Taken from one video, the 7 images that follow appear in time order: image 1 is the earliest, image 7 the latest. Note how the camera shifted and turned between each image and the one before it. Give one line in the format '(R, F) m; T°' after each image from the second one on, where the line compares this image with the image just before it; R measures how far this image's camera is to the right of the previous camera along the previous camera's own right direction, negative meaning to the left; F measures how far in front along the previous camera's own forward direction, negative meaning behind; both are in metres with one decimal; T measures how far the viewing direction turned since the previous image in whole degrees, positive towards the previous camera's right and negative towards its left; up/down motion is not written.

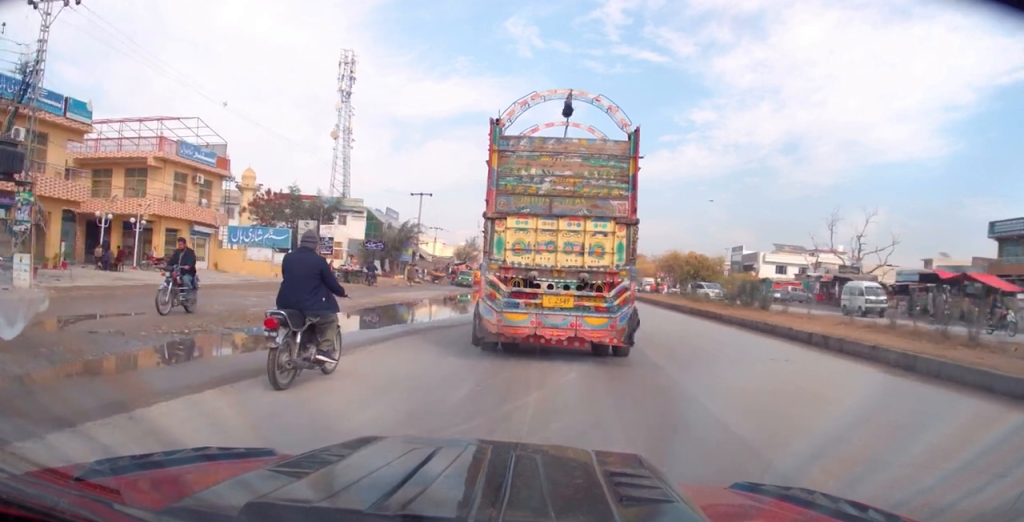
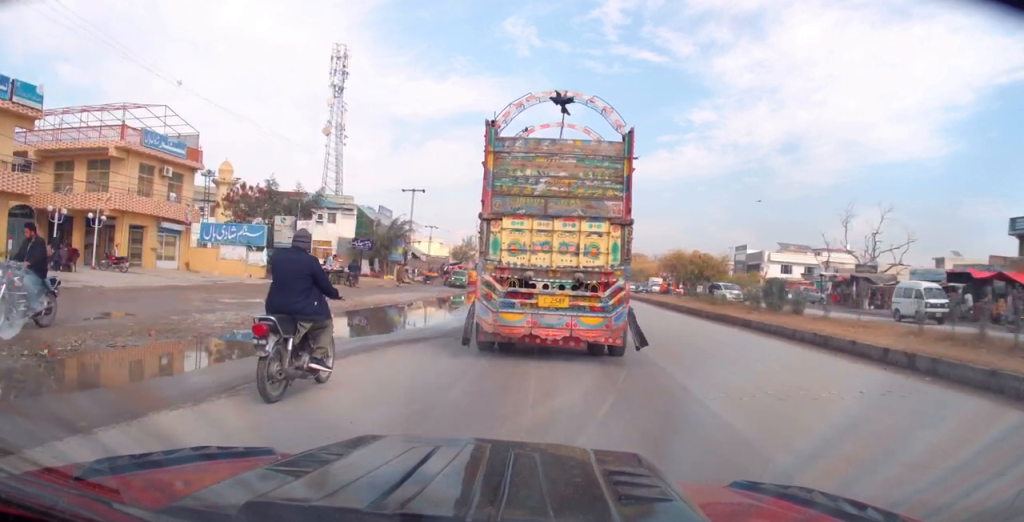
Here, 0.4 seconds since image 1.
(0.0, +3.6) m; 0°
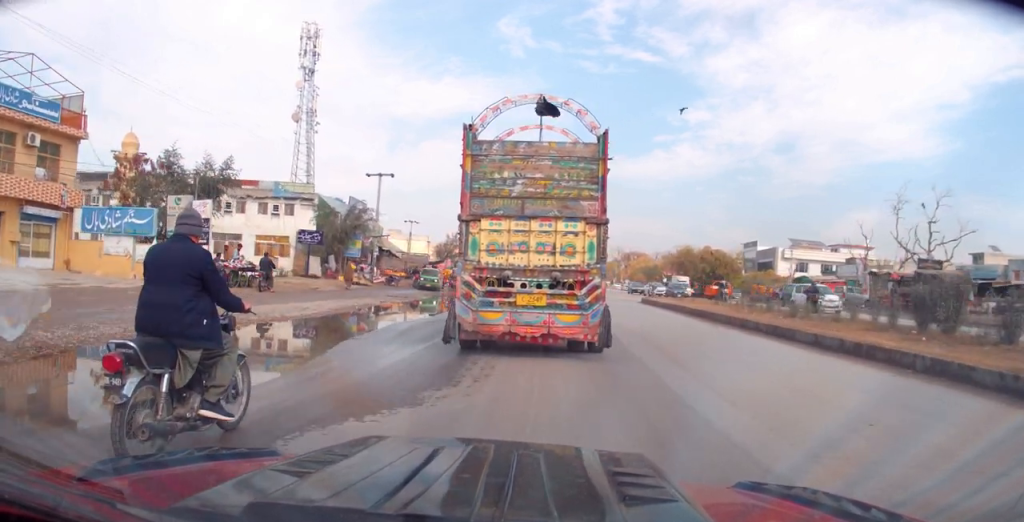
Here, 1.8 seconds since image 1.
(+0.1, +10.8) m; +2°
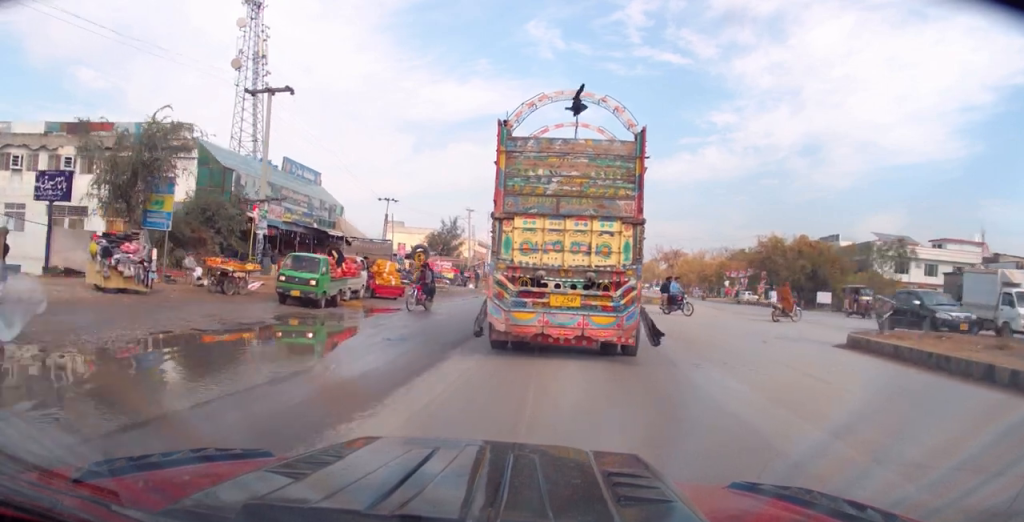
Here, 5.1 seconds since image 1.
(-0.4, +26.8) m; -3°
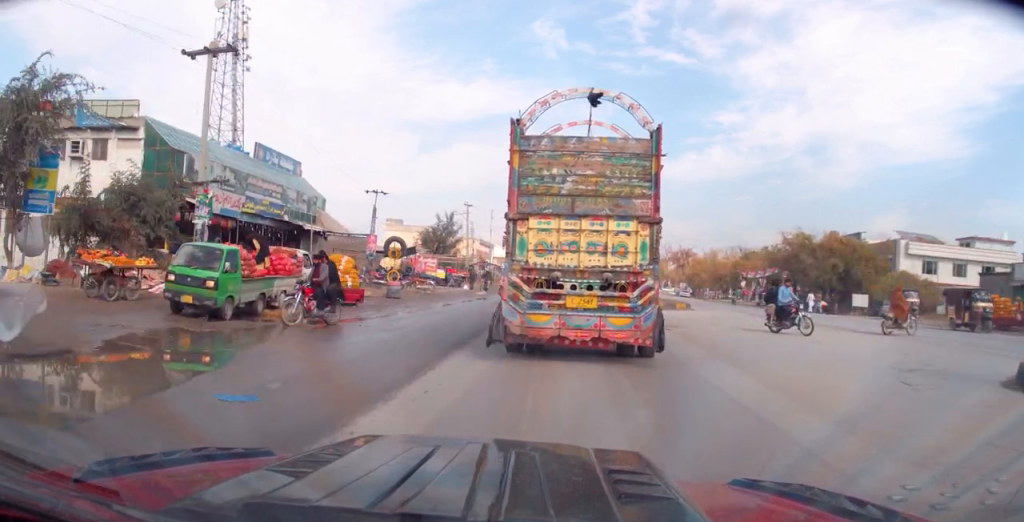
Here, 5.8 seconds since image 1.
(+0.2, +6.0) m; 0°
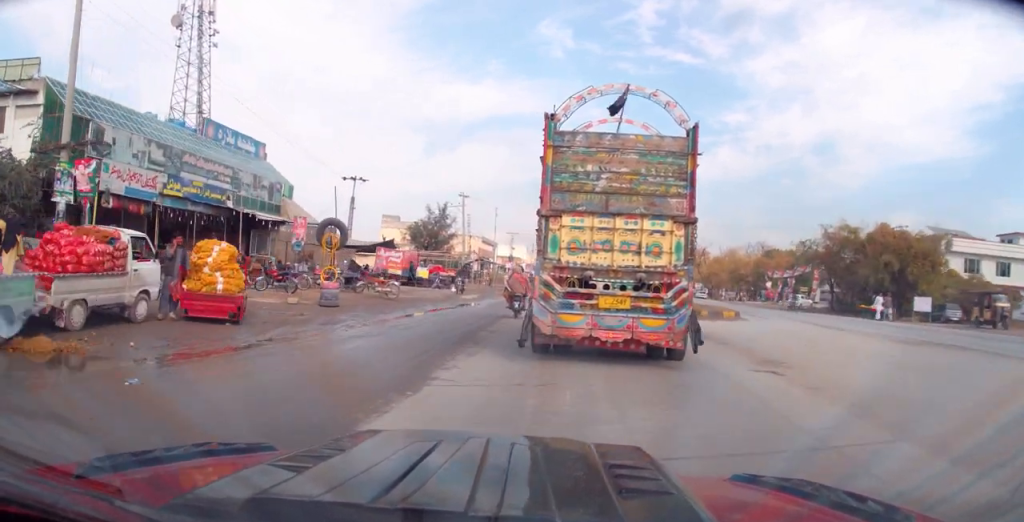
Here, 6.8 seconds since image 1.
(+0.1, +8.5) m; -1°
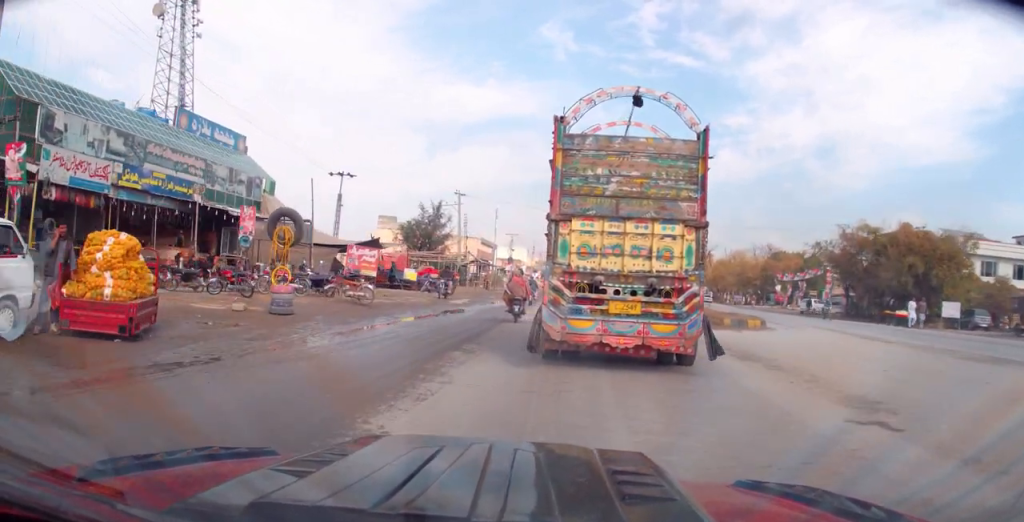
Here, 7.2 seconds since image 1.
(-0.2, +3.4) m; -1°
